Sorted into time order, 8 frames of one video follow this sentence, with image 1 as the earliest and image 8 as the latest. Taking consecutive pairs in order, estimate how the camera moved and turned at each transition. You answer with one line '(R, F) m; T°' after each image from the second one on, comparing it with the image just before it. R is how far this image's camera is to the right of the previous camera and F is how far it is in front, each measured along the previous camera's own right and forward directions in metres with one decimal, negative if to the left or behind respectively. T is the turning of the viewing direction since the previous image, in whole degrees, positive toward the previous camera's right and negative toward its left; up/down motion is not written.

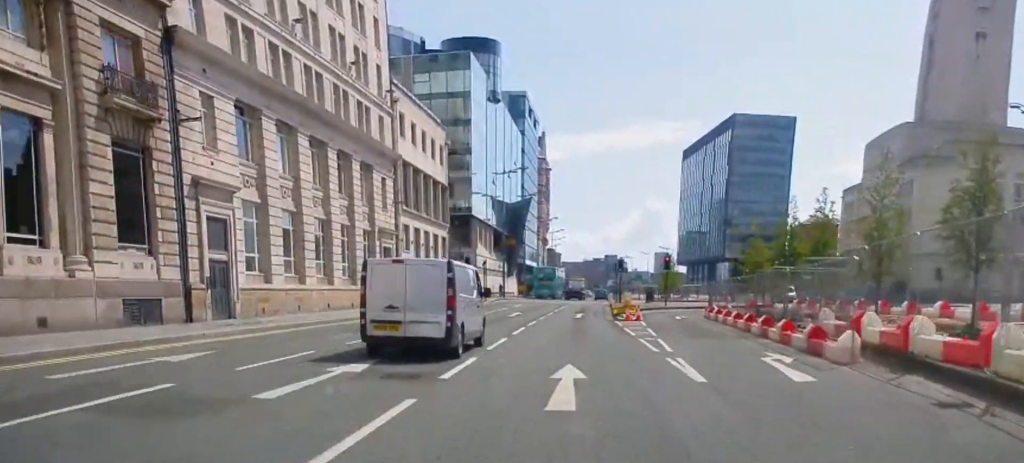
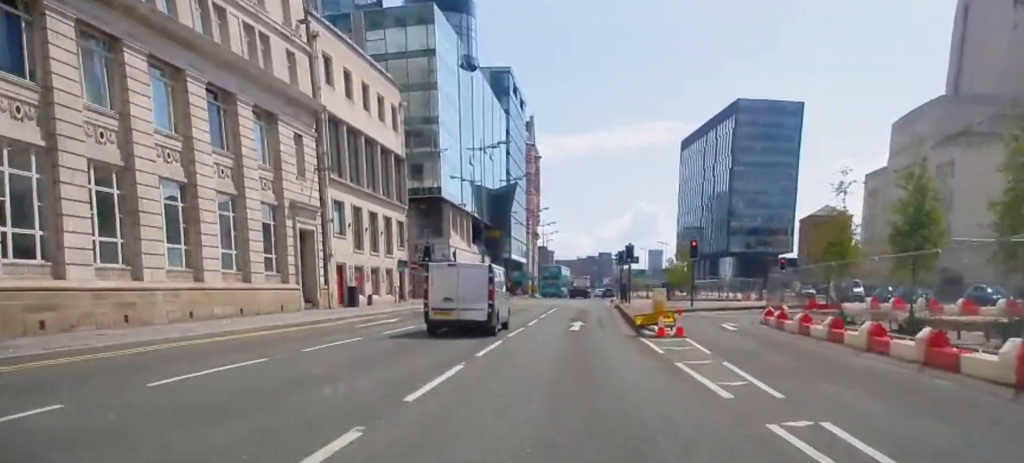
(+0.9, +13.9) m; +3°
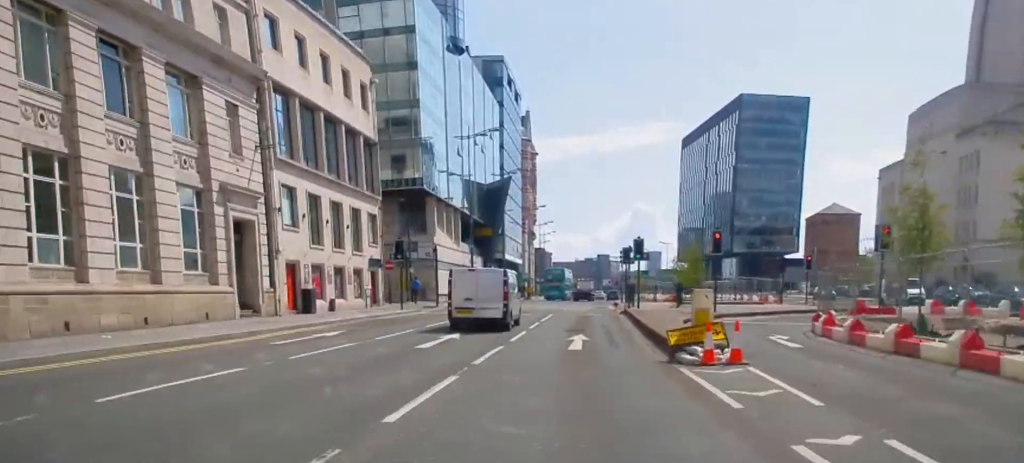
(0.0, +7.5) m; -1°
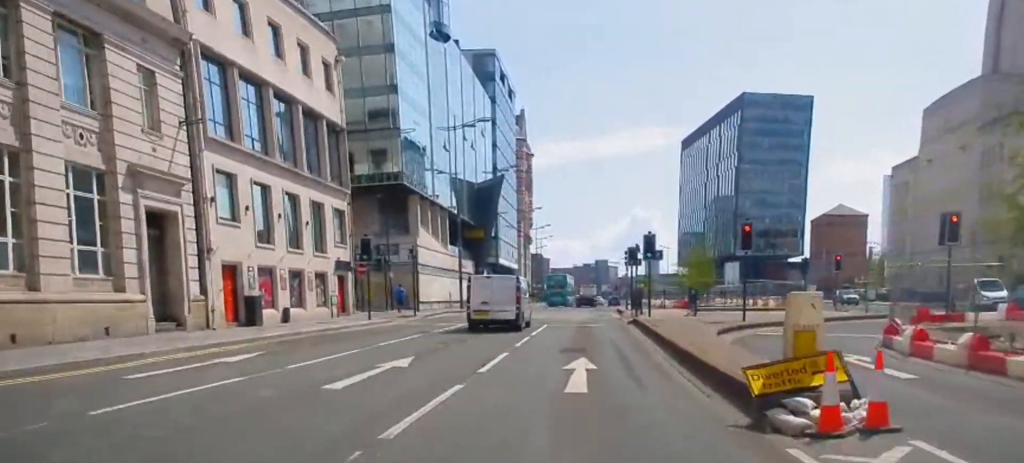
(-0.1, +6.6) m; 0°
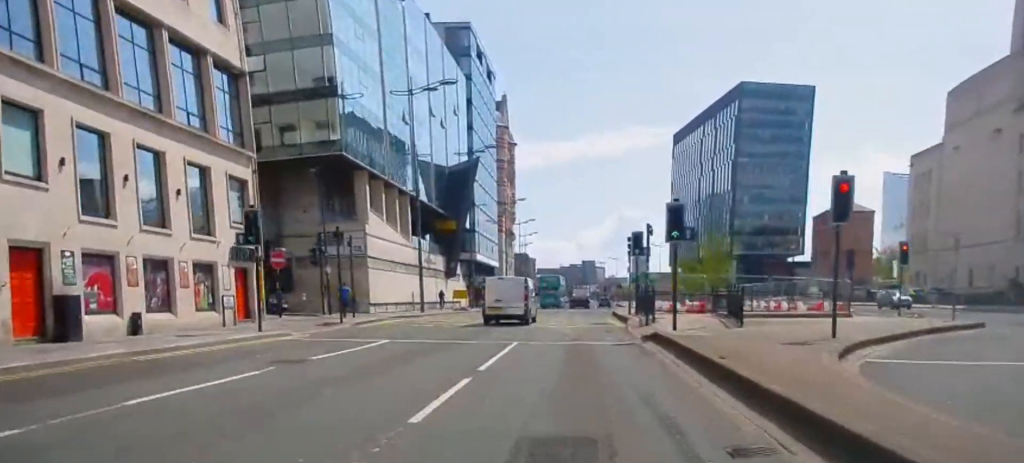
(0.0, +11.9) m; +1°
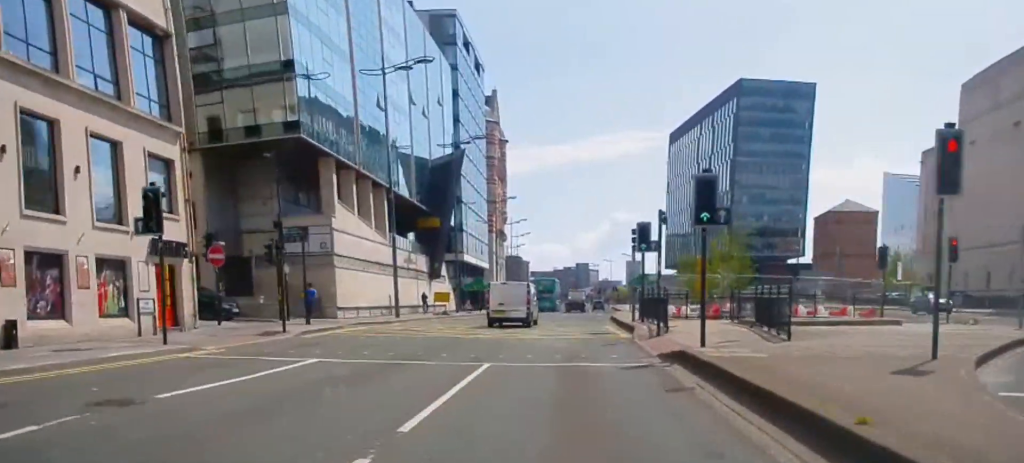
(+0.1, +6.0) m; +1°
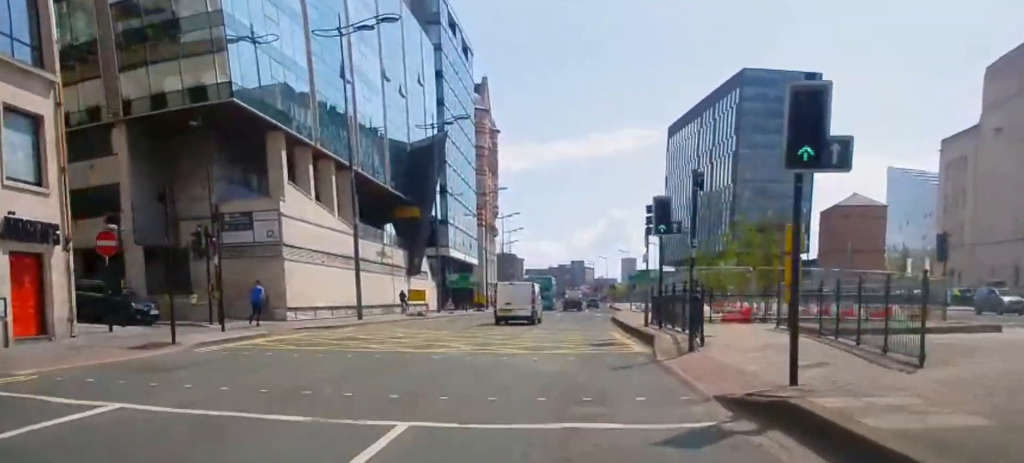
(+0.1, +7.1) m; +1°
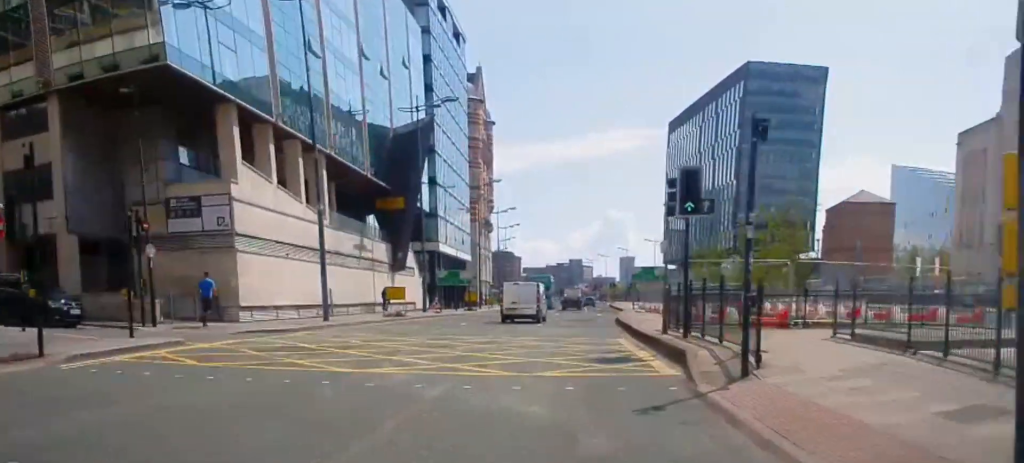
(0.0, +5.2) m; 0°
